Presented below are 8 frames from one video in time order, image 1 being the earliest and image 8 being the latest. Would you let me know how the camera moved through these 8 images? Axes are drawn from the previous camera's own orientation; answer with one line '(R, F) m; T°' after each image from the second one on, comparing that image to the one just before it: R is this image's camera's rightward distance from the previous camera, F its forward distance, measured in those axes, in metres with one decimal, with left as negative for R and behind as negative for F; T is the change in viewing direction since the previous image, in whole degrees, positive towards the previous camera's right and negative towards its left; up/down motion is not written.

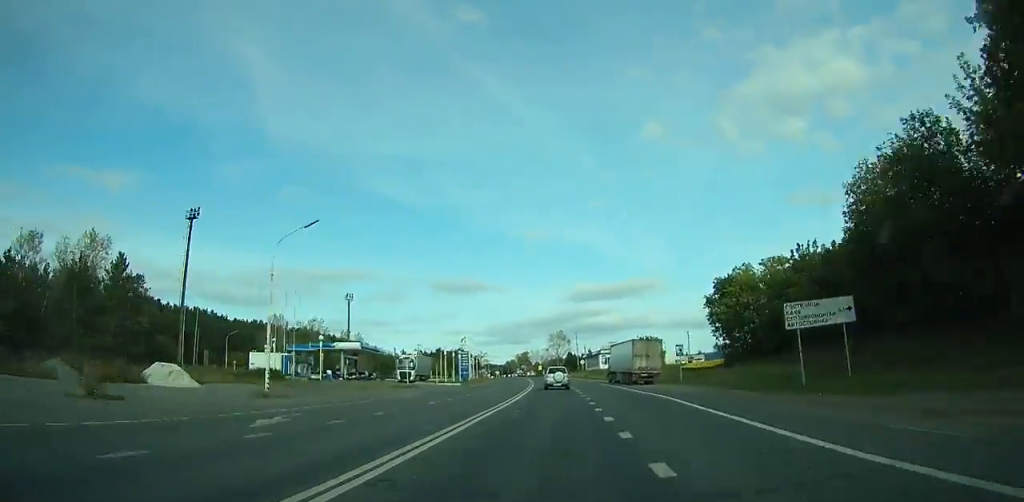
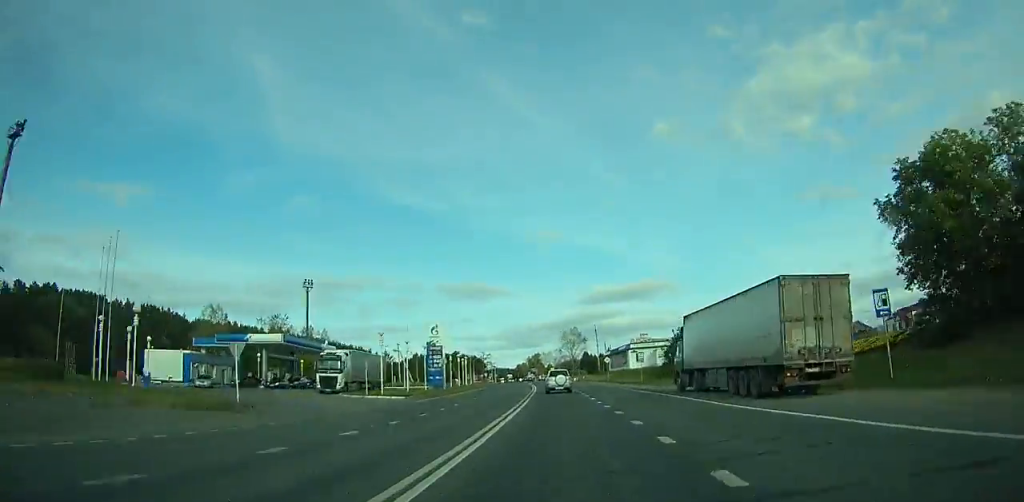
(+0.2, +33.4) m; -1°
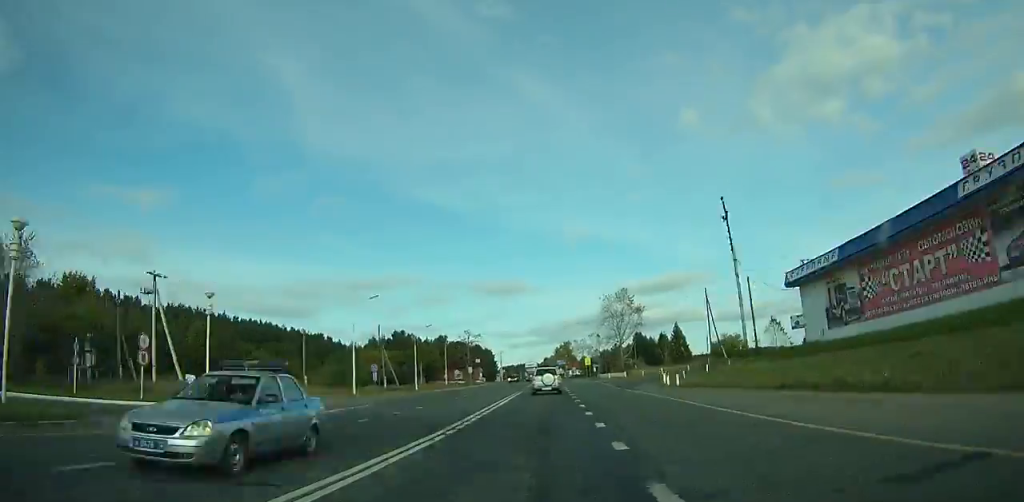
(-2.9, +87.4) m; -3°
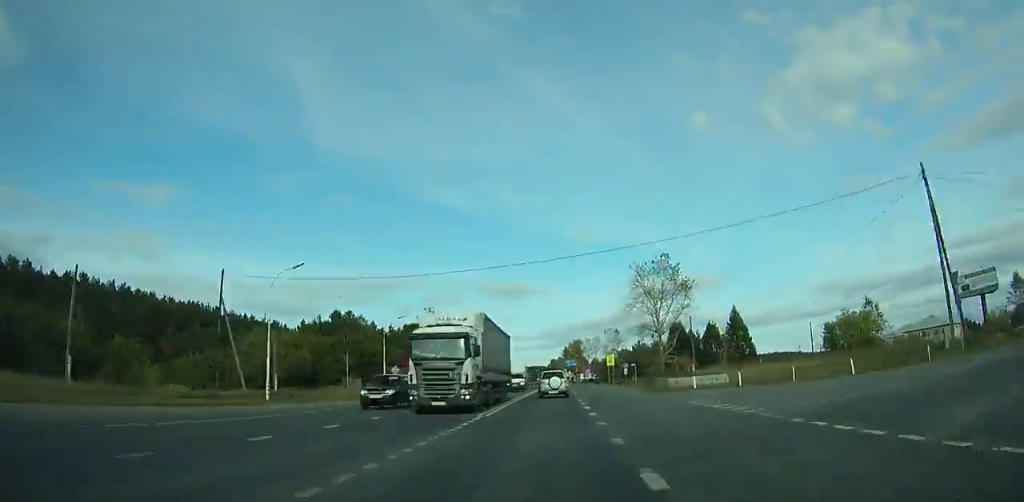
(-0.6, +44.0) m; -1°
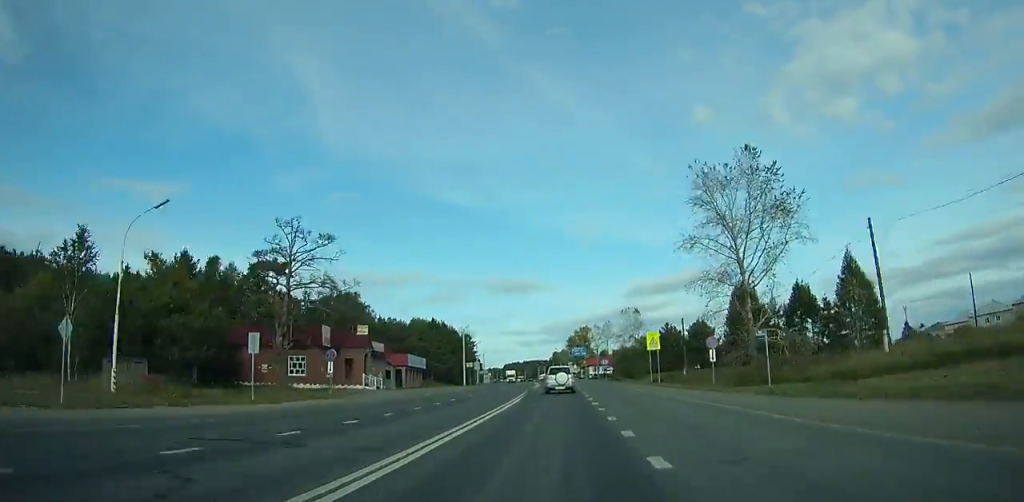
(-0.5, +44.2) m; -1°
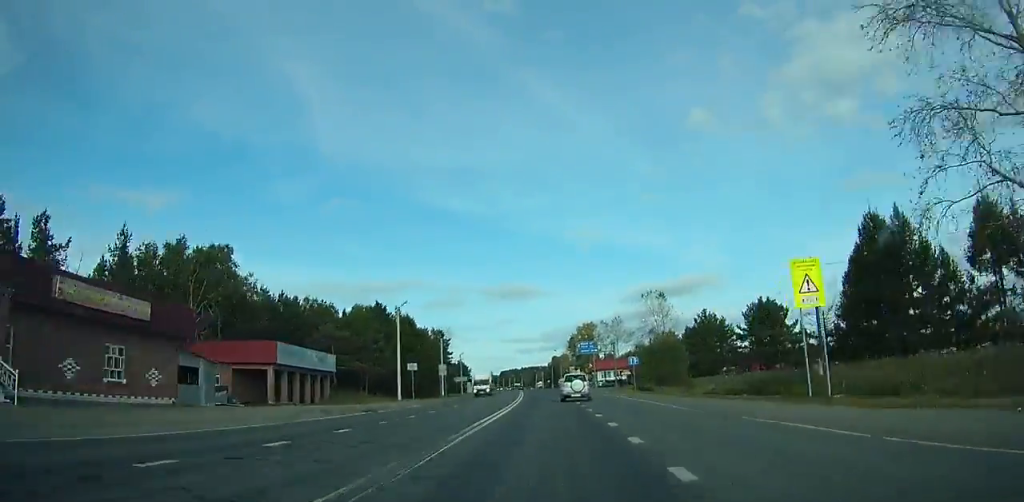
(-0.1, +37.6) m; 0°
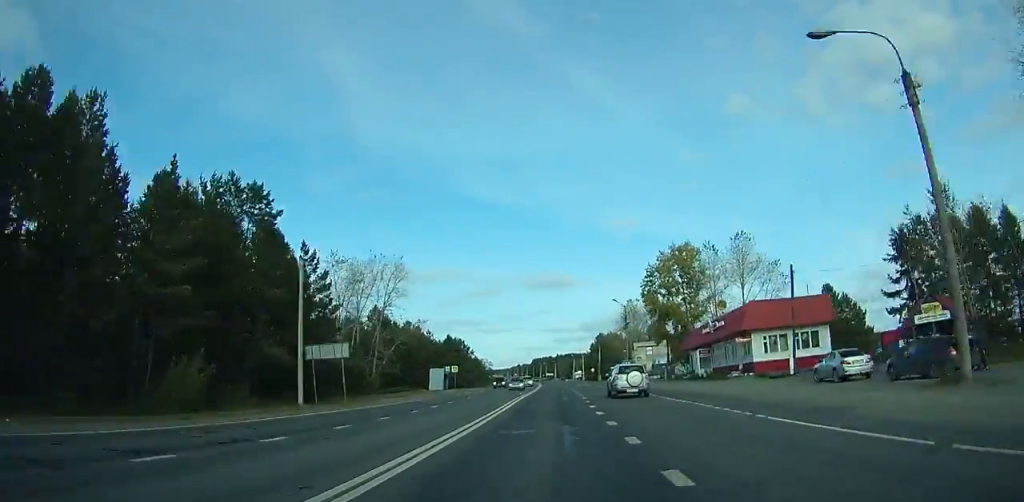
(-1.7, +87.4) m; -3°
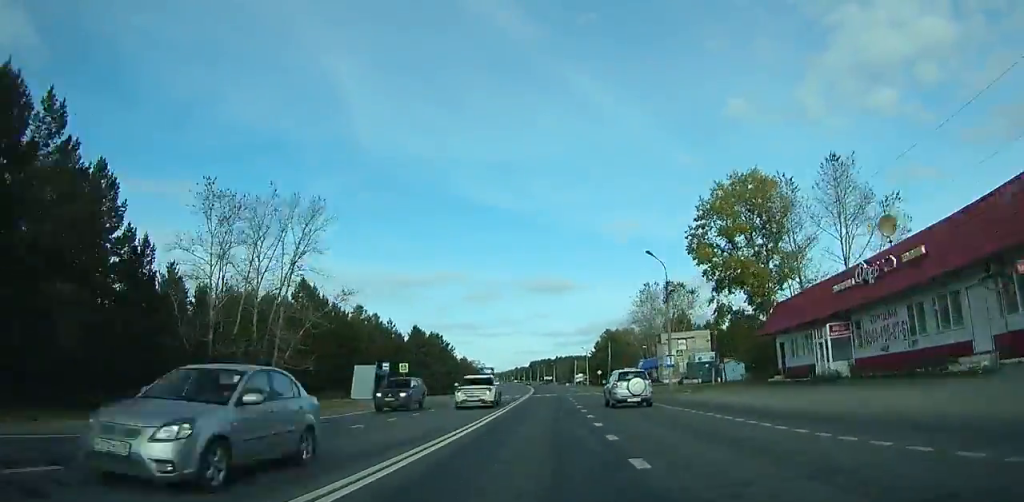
(-0.3, +28.6) m; -1°
